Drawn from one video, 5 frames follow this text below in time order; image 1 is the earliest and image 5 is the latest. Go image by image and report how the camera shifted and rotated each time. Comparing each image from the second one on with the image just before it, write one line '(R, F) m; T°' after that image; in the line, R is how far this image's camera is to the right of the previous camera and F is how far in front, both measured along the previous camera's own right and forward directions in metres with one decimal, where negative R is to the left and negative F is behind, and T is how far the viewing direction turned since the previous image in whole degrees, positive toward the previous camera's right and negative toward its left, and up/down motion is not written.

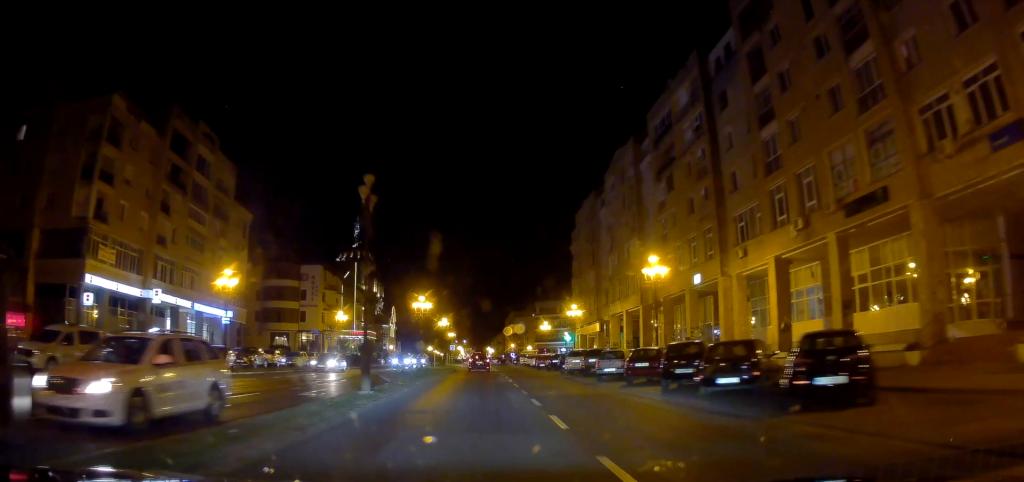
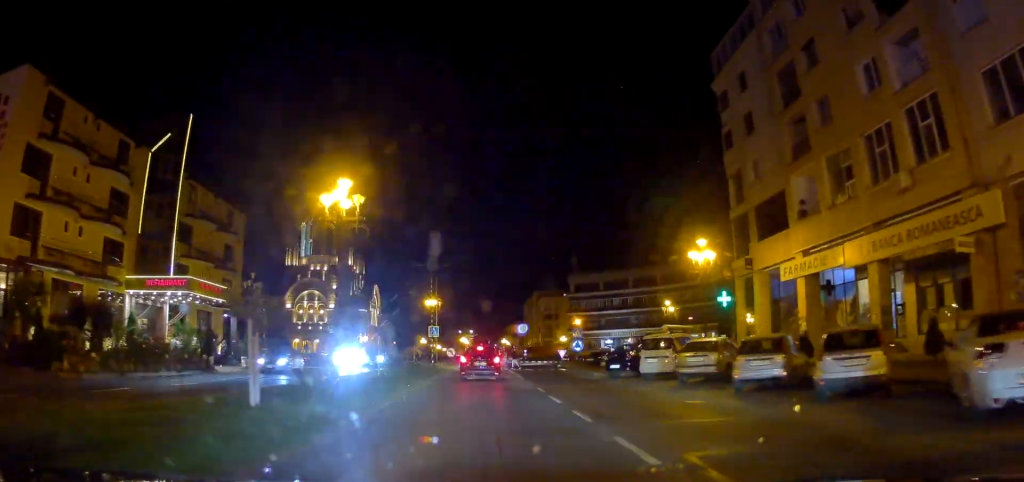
(-0.7, +58.3) m; -3°
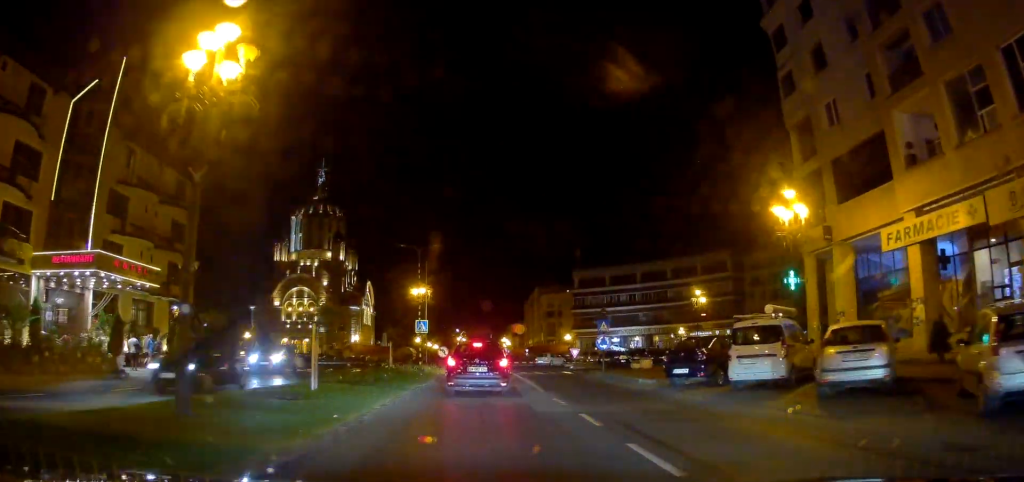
(-0.3, +8.6) m; +4°
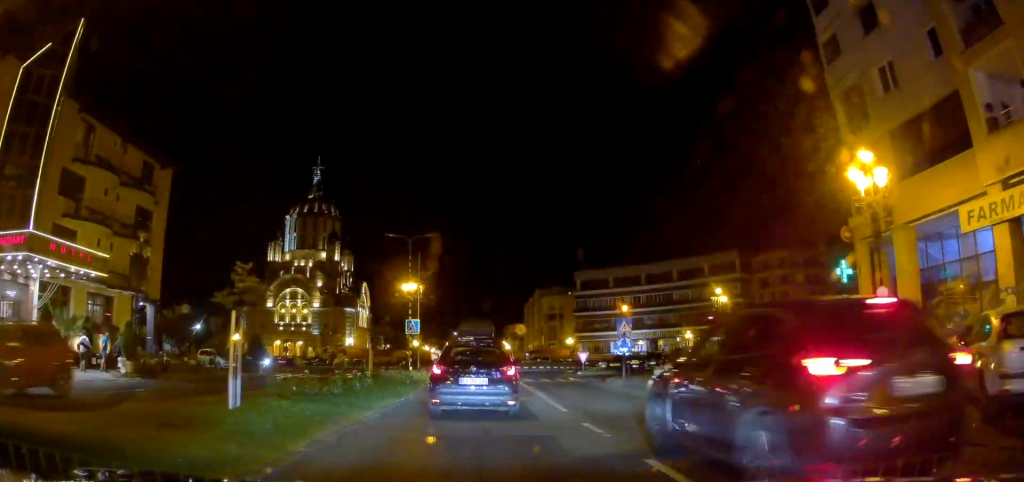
(-0.9, +6.8) m; +5°
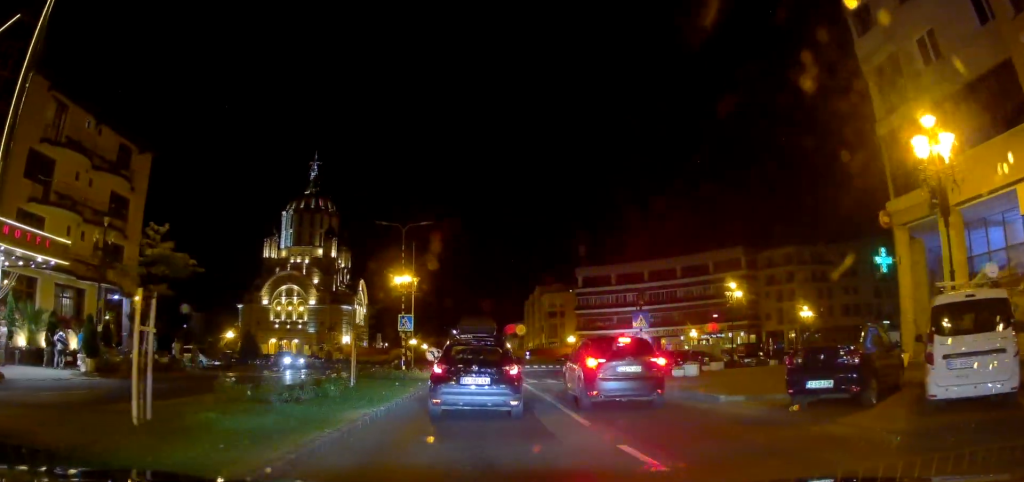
(+1.3, +3.8) m; +8°
